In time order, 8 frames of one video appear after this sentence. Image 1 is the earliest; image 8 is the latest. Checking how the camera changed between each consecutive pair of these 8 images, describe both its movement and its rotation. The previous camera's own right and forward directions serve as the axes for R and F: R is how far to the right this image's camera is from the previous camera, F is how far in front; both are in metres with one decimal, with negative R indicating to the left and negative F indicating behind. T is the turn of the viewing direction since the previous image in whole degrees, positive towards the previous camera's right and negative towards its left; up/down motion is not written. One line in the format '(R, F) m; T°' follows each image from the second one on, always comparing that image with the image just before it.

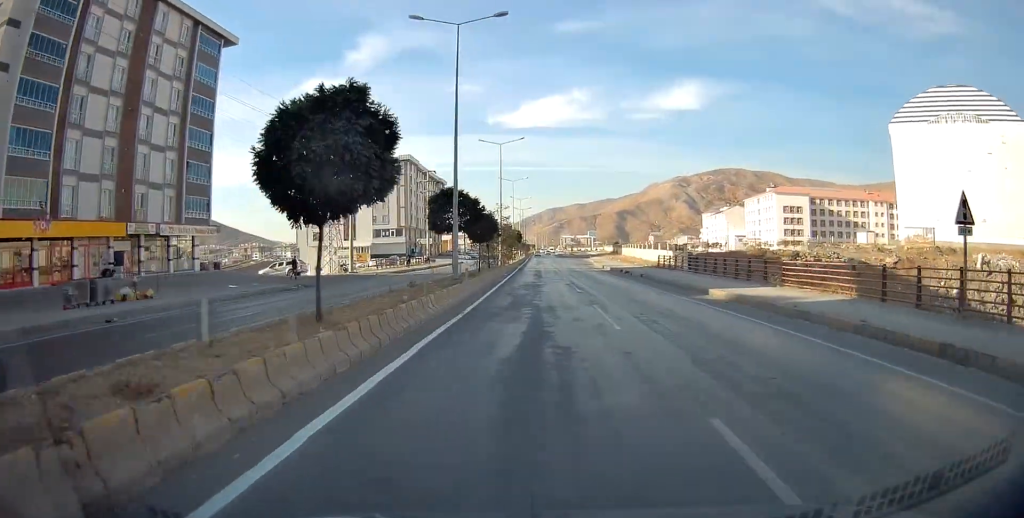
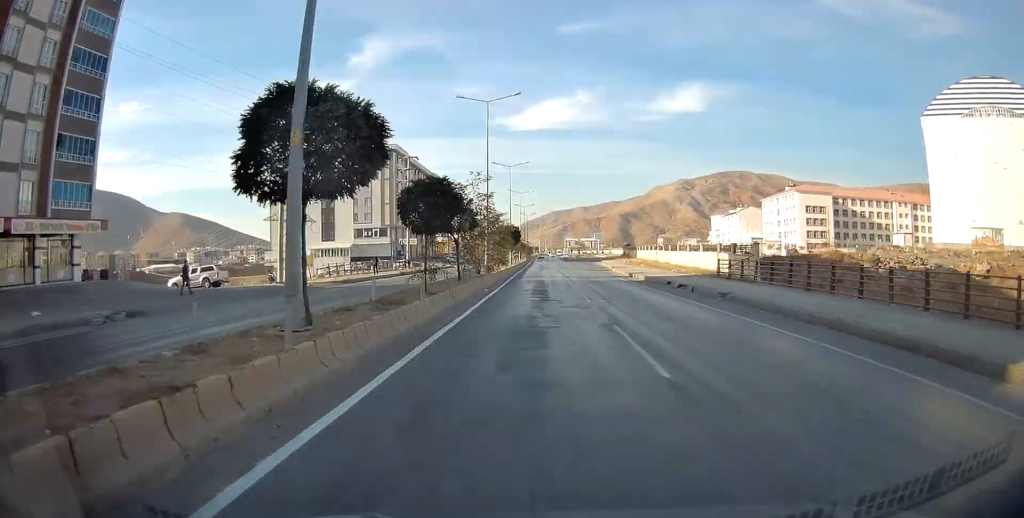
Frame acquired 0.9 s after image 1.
(+0.1, +16.4) m; 0°
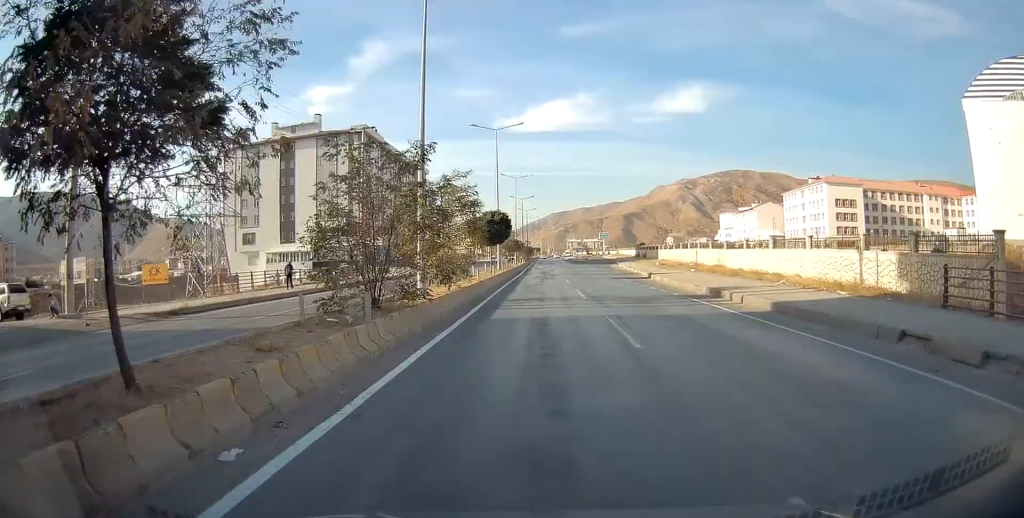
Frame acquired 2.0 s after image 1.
(0.0, +20.7) m; 0°
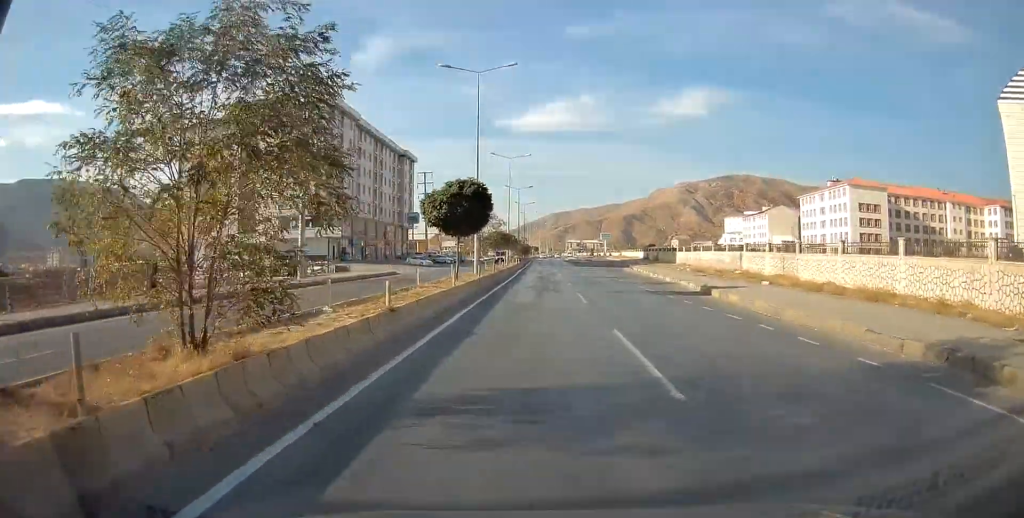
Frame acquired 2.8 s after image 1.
(-0.1, +14.5) m; 0°
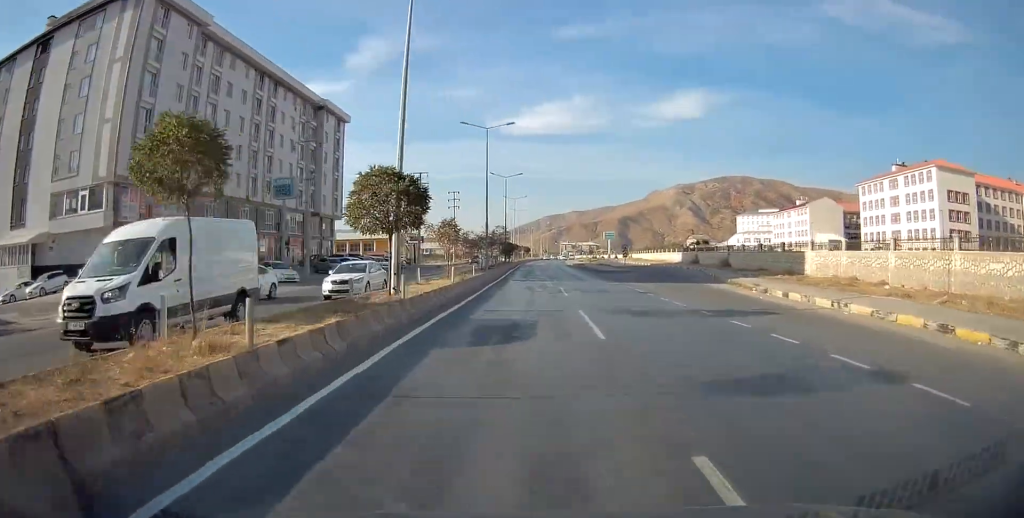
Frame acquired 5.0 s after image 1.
(0.0, +44.2) m; 0°
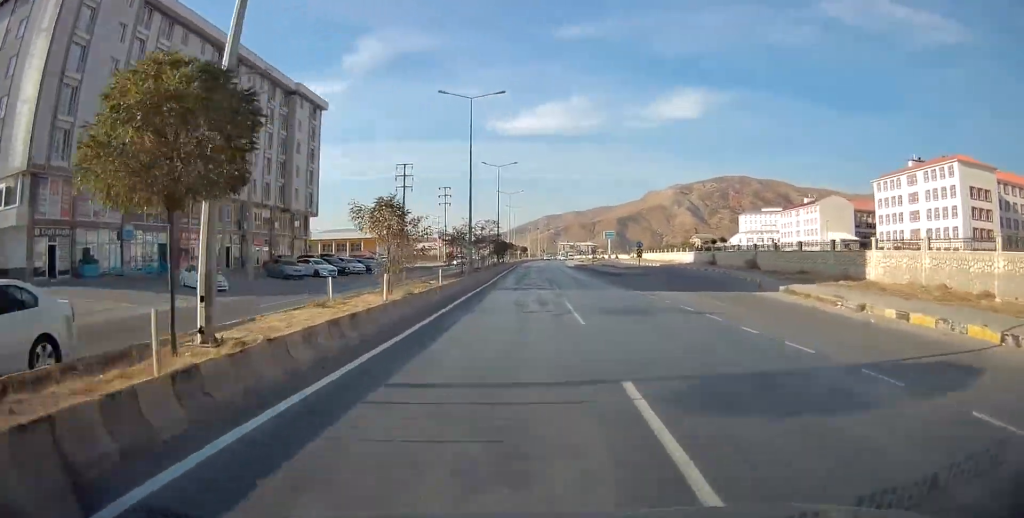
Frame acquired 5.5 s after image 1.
(+0.1, +9.2) m; 0°
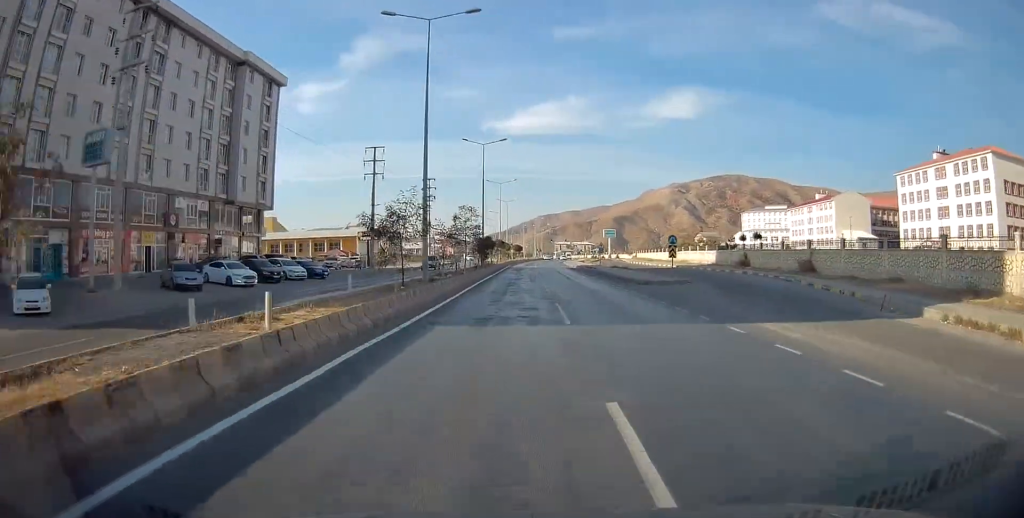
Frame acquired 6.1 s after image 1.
(+0.1, +13.0) m; 0°
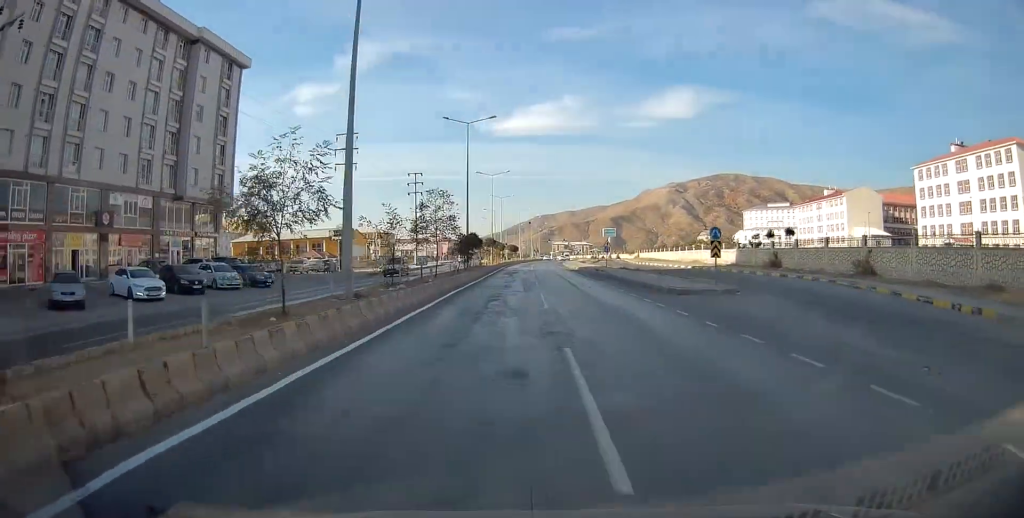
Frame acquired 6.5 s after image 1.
(0.0, +9.0) m; 0°
